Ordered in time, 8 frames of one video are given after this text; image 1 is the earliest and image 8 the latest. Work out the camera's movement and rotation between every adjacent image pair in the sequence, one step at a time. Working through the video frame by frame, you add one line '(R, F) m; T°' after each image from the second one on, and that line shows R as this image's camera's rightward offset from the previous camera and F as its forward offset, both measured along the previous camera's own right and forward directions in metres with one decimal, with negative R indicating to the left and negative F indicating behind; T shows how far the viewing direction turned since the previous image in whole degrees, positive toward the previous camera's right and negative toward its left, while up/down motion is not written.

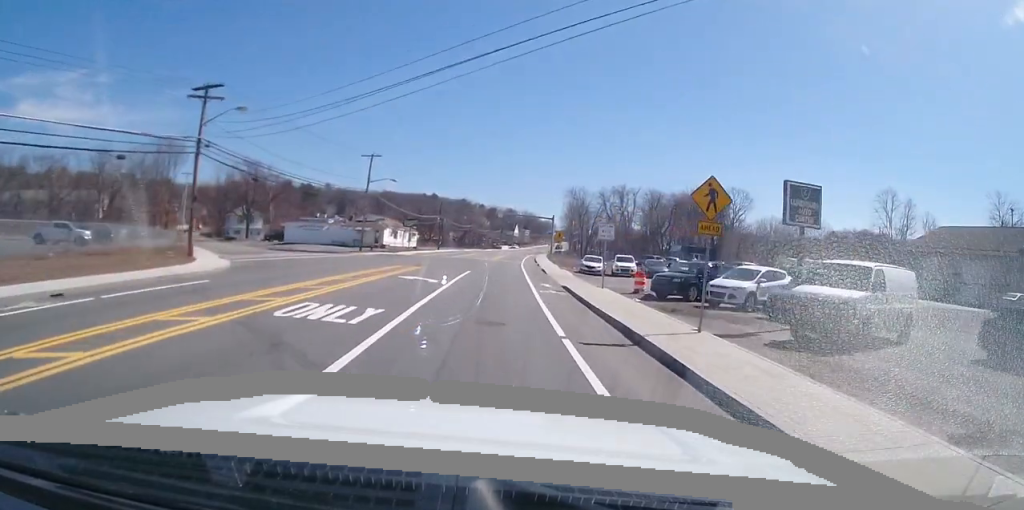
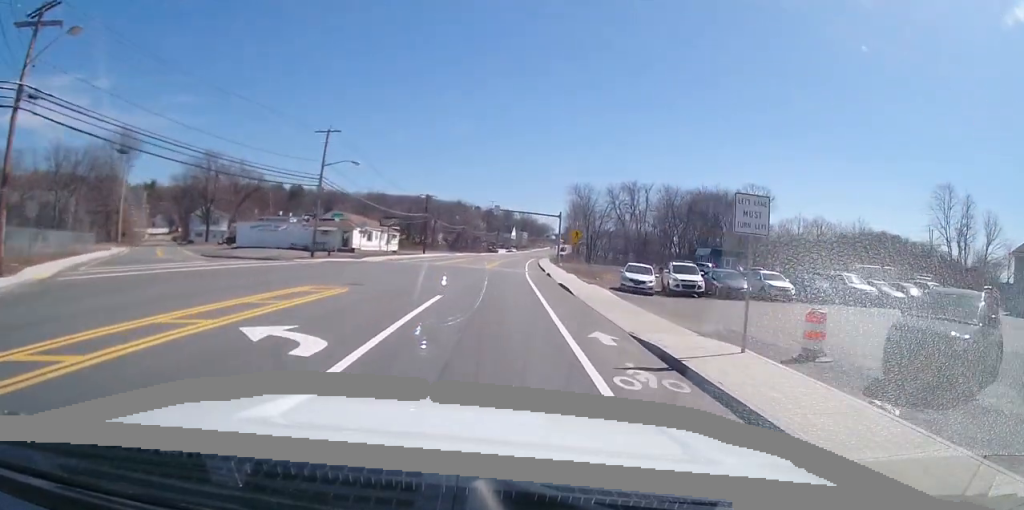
(0.0, +16.0) m; 0°
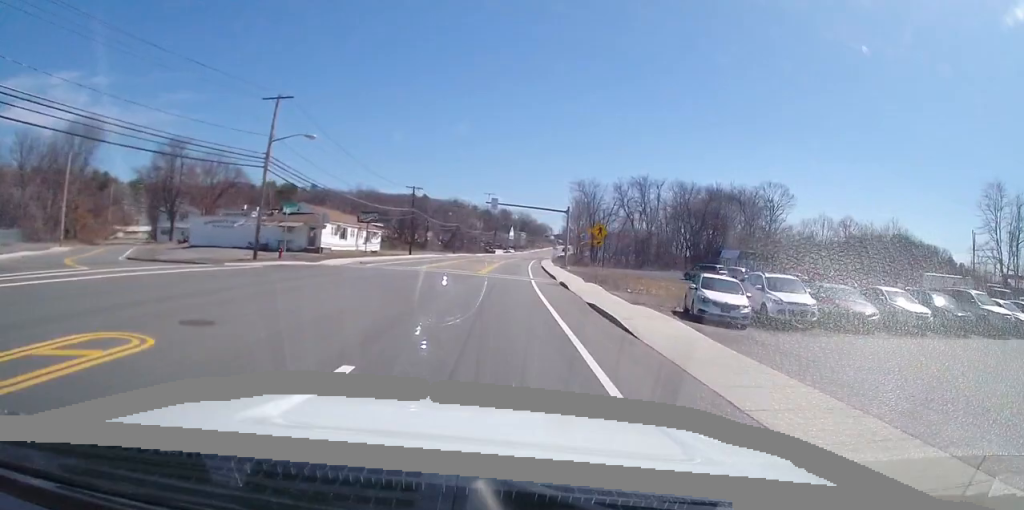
(0.0, +11.5) m; 0°
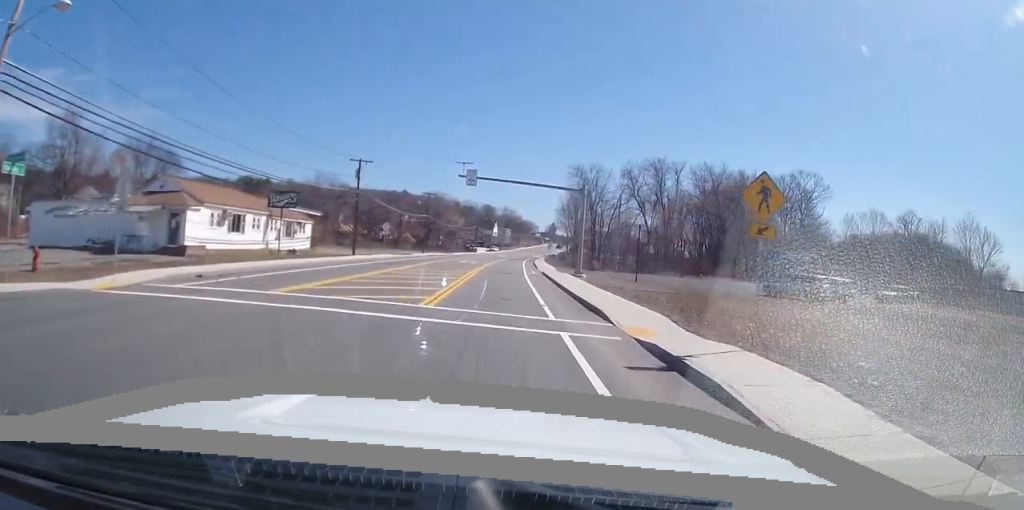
(+0.4, +22.8) m; +1°
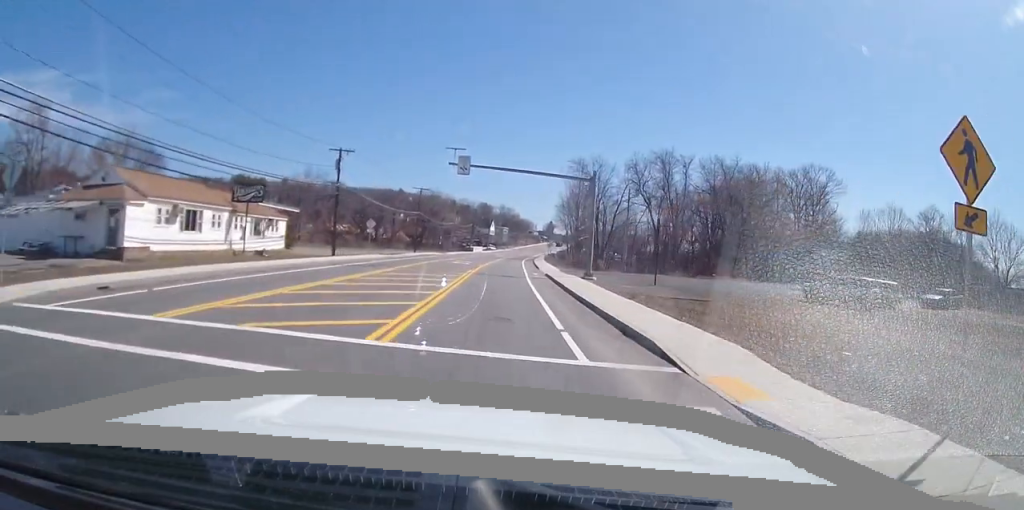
(+0.1, +6.0) m; 0°
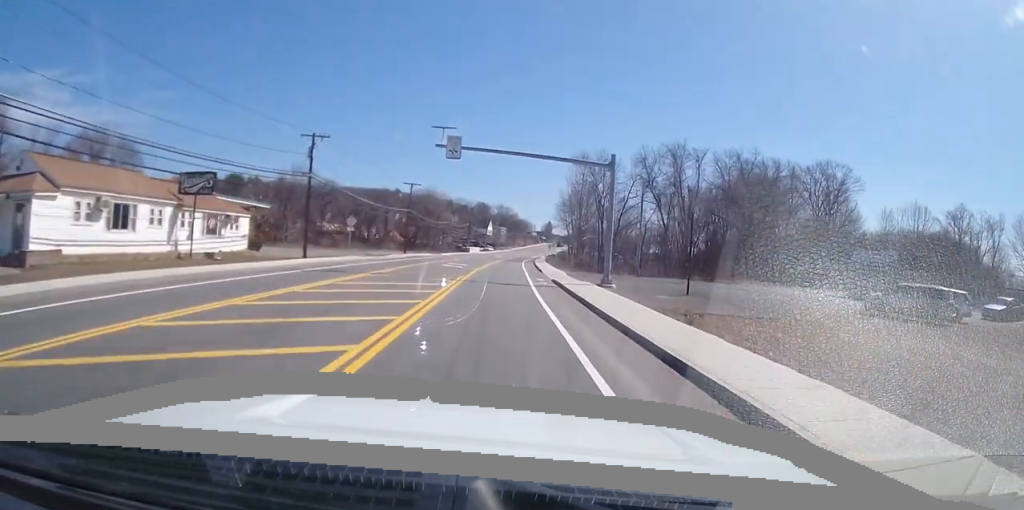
(-0.1, +7.0) m; 0°
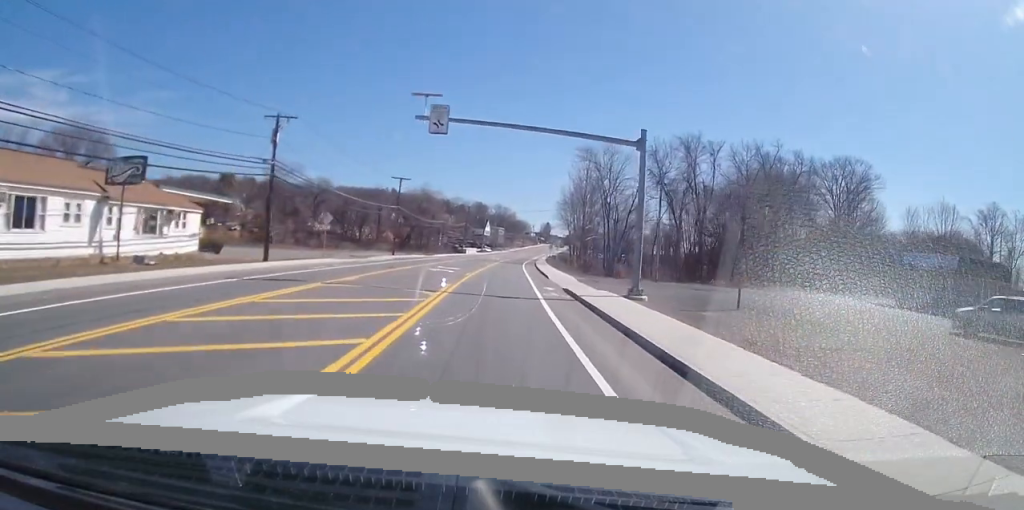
(-0.2, +7.0) m; +1°
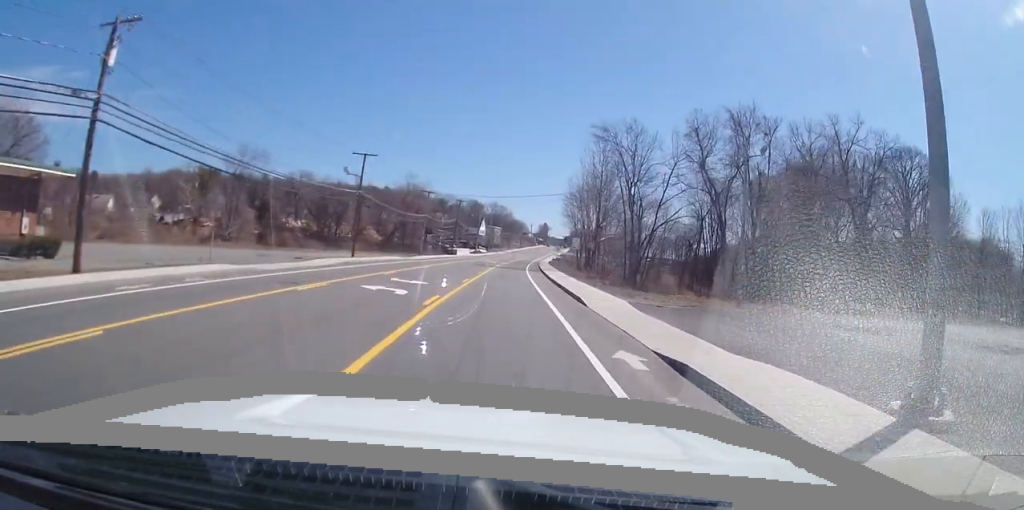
(+0.5, +17.3) m; +2°
